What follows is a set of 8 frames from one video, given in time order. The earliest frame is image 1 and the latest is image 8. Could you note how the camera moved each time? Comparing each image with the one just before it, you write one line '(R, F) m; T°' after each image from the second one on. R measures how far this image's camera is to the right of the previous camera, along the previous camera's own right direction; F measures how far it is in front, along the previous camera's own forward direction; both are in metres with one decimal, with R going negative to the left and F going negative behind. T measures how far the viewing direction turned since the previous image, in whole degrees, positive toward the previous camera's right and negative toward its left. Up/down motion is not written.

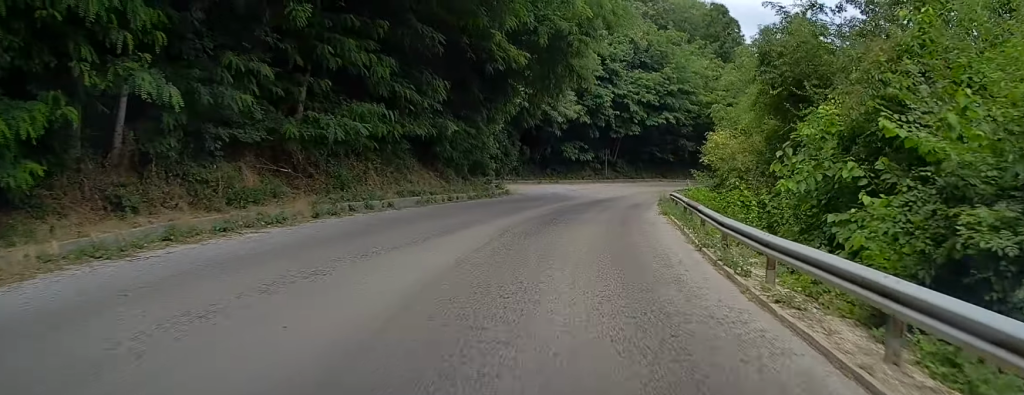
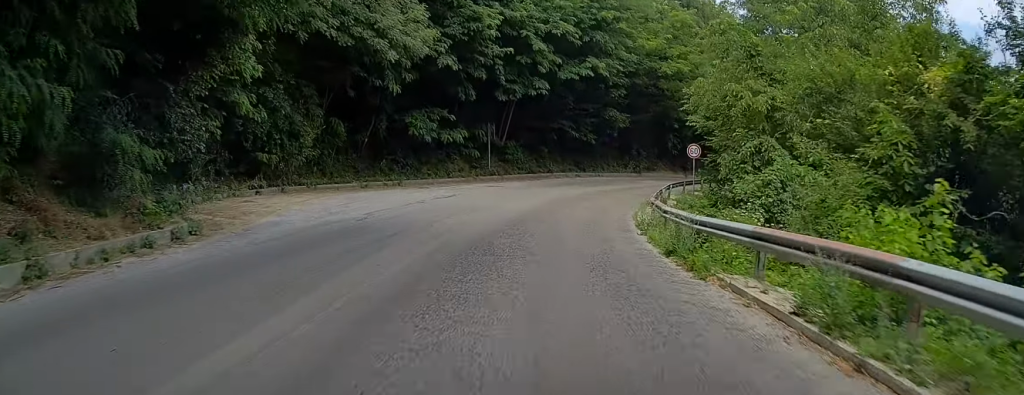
(+2.0, +28.0) m; +8°
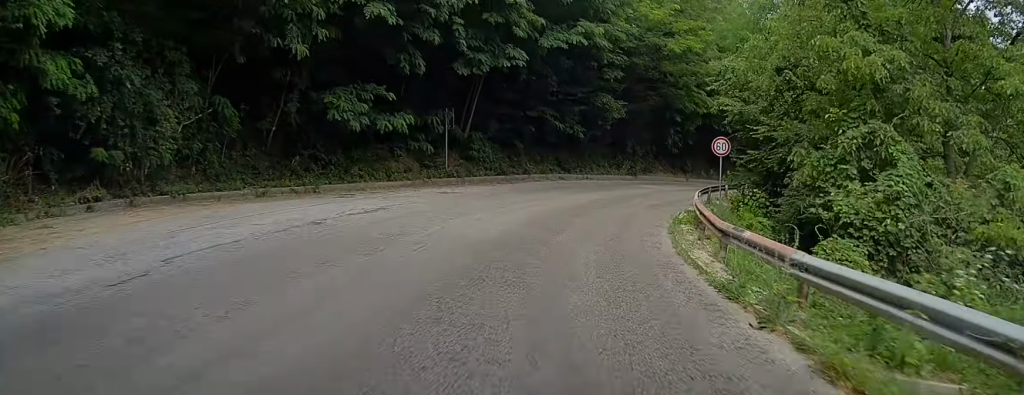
(+0.2, +9.8) m; +3°
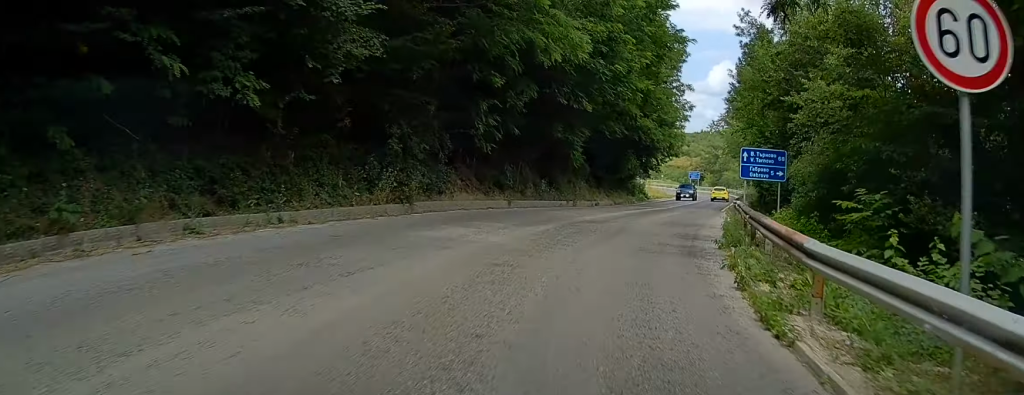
(+1.5, +25.1) m; +9°
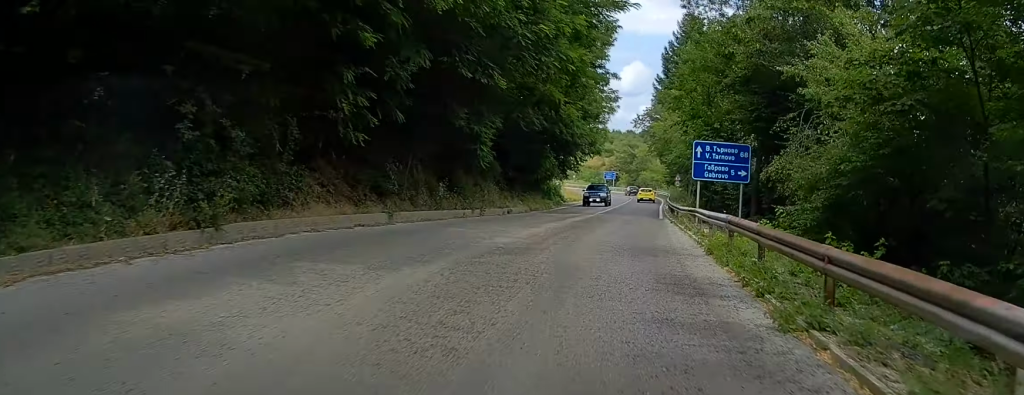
(+0.3, +7.8) m; +8°
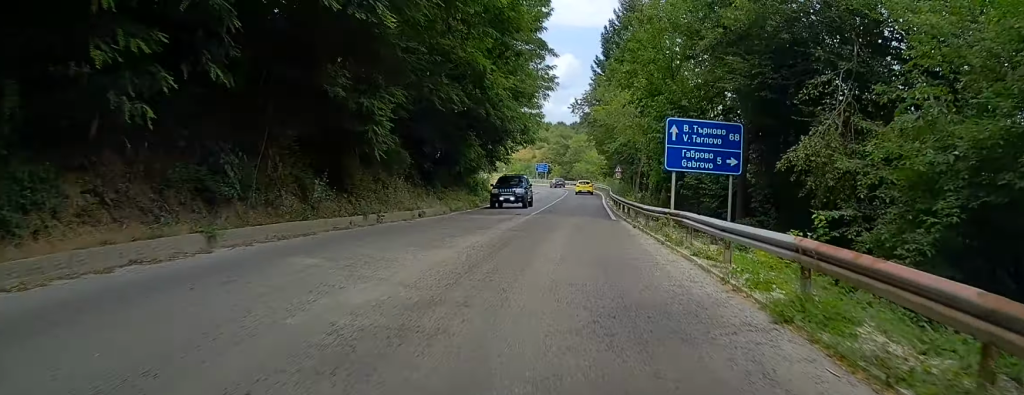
(-0.4, +7.8) m; +9°
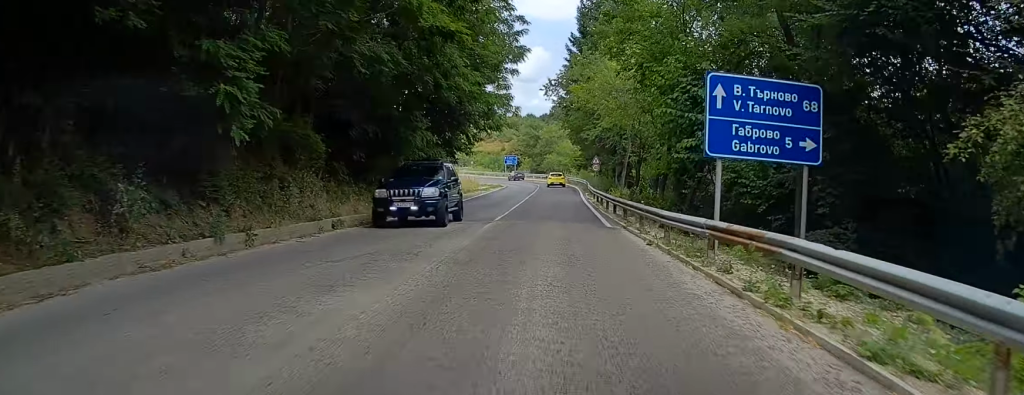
(+1.4, +7.6) m; +6°
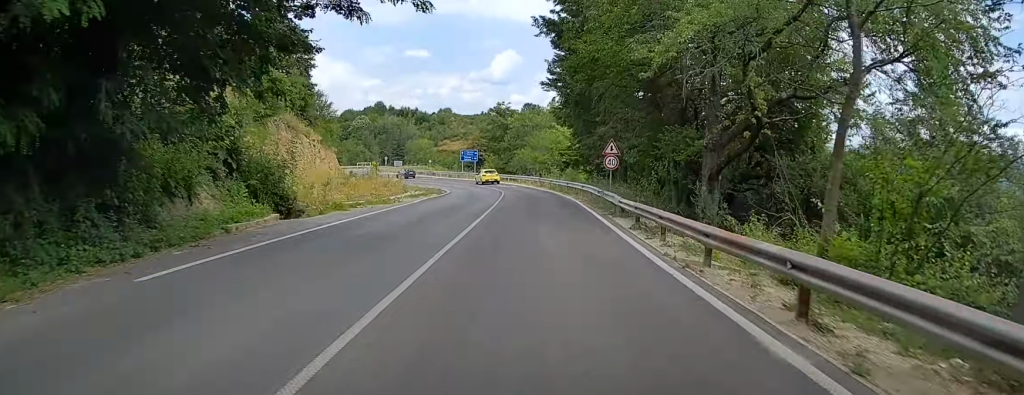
(+2.4, +31.0) m; +3°
